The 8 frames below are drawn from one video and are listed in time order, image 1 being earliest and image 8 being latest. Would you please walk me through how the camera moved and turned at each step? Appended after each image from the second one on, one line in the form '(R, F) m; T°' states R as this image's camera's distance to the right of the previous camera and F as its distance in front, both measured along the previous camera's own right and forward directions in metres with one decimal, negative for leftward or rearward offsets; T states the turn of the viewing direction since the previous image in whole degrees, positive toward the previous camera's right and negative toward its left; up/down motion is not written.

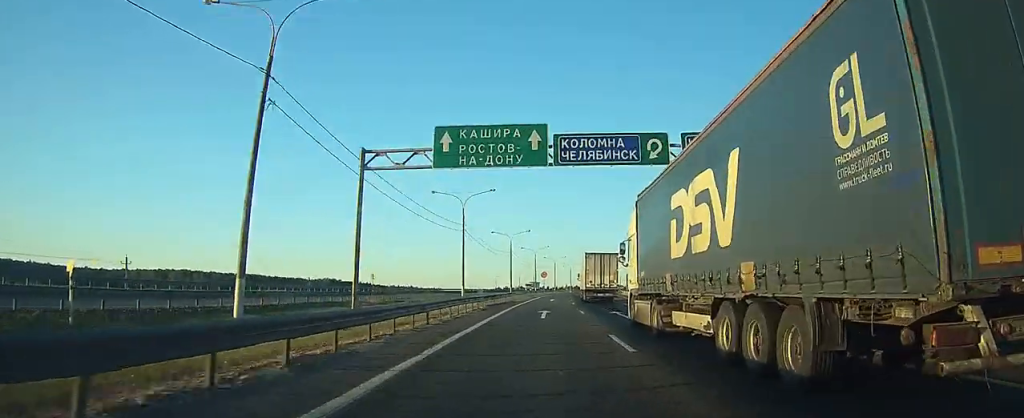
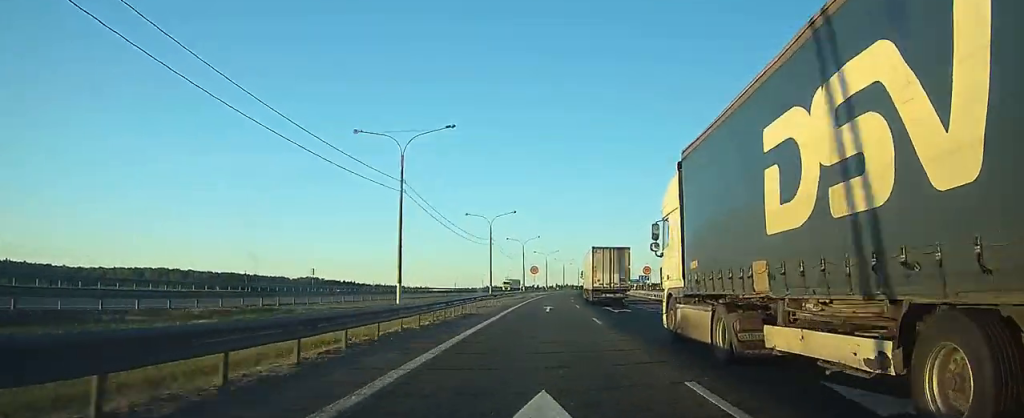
(+0.1, +24.0) m; +1°
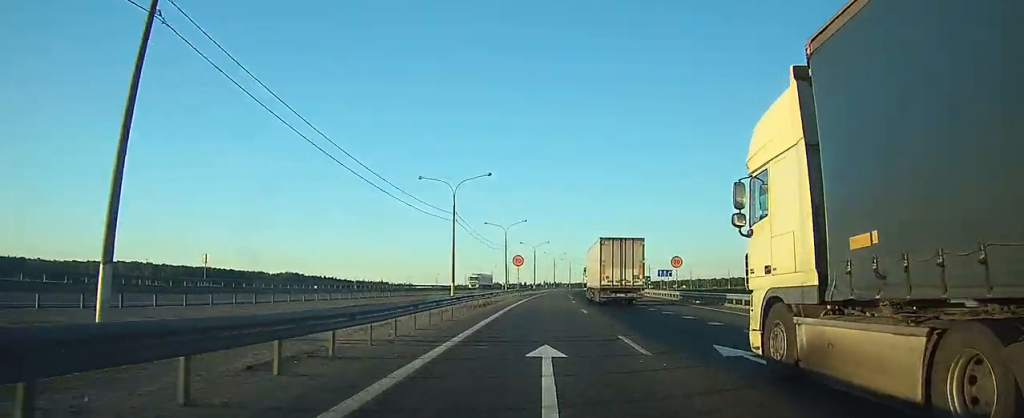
(+0.3, +24.7) m; +1°
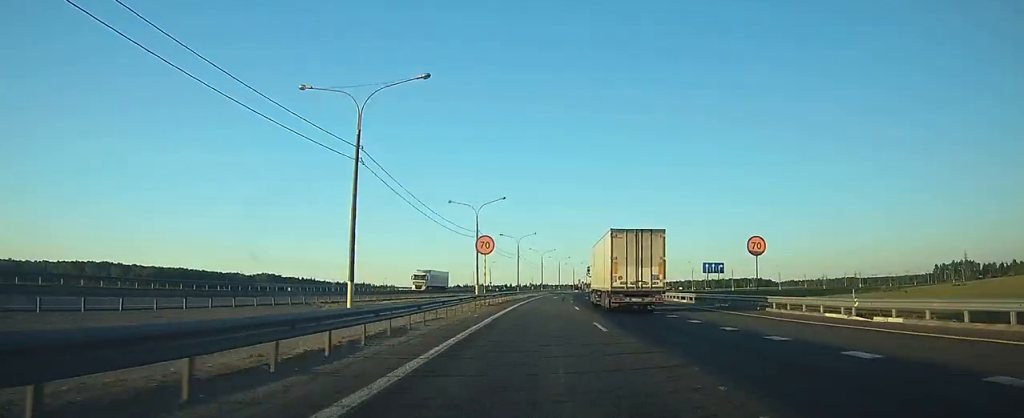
(+0.2, +25.7) m; +1°
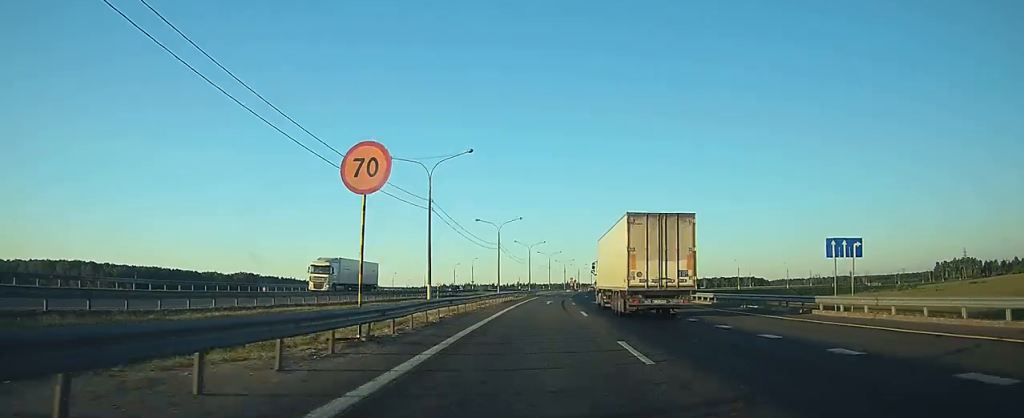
(+0.1, +23.4) m; +1°
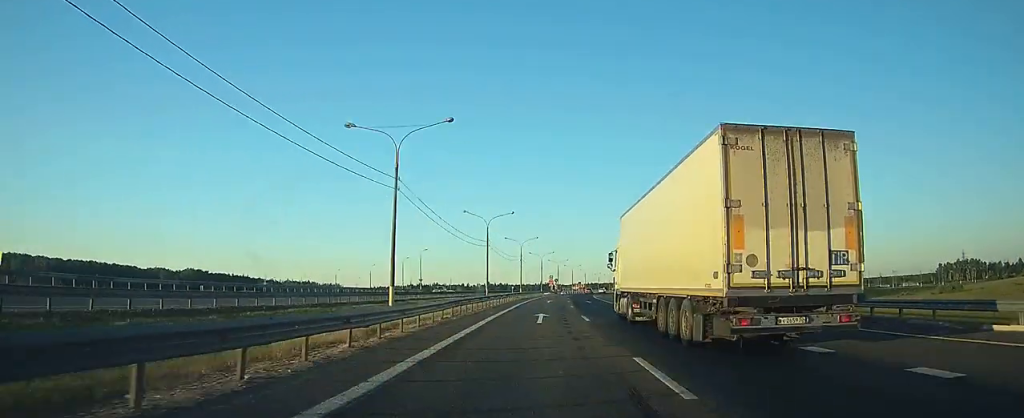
(+1.0, +50.8) m; +2°
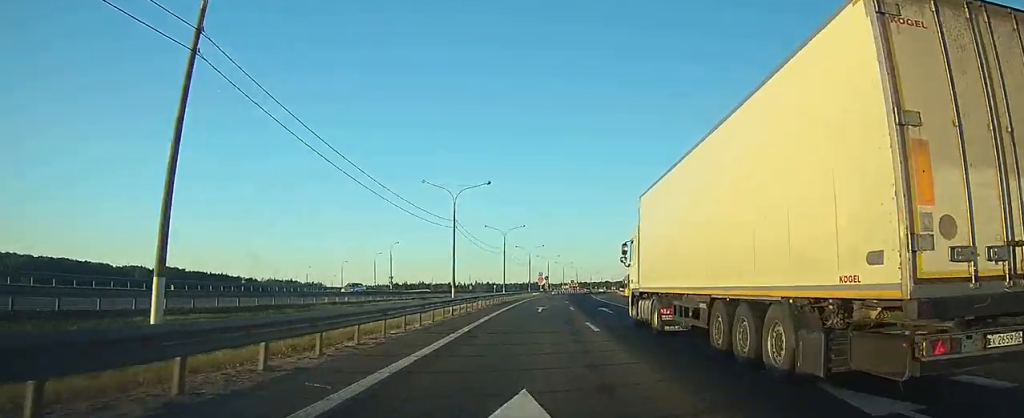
(+0.3, +21.2) m; +1°
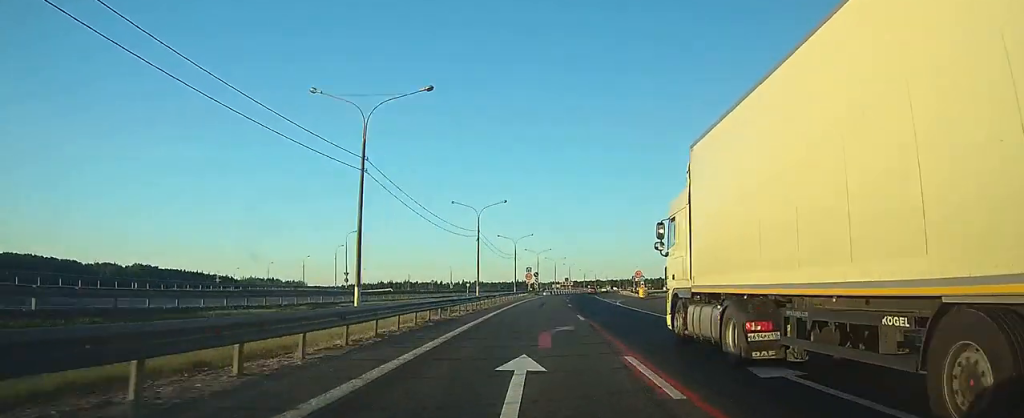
(+0.4, +26.6) m; +1°
